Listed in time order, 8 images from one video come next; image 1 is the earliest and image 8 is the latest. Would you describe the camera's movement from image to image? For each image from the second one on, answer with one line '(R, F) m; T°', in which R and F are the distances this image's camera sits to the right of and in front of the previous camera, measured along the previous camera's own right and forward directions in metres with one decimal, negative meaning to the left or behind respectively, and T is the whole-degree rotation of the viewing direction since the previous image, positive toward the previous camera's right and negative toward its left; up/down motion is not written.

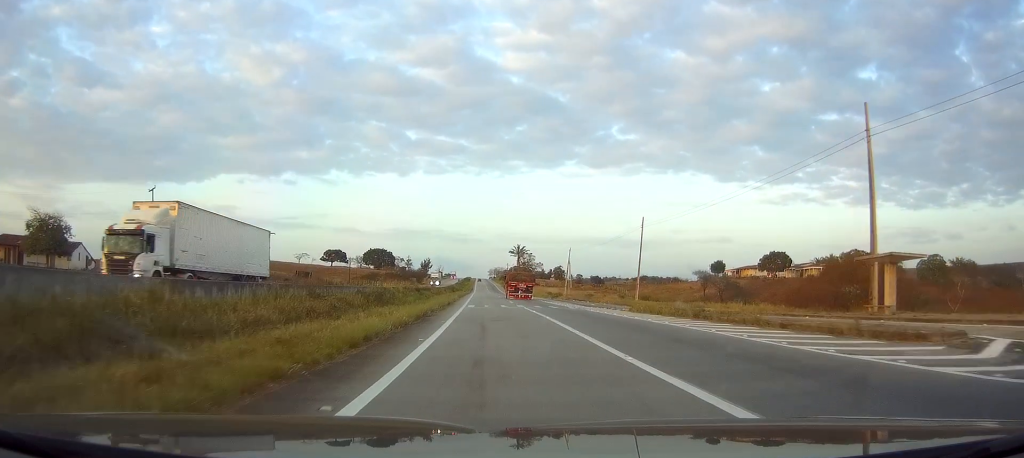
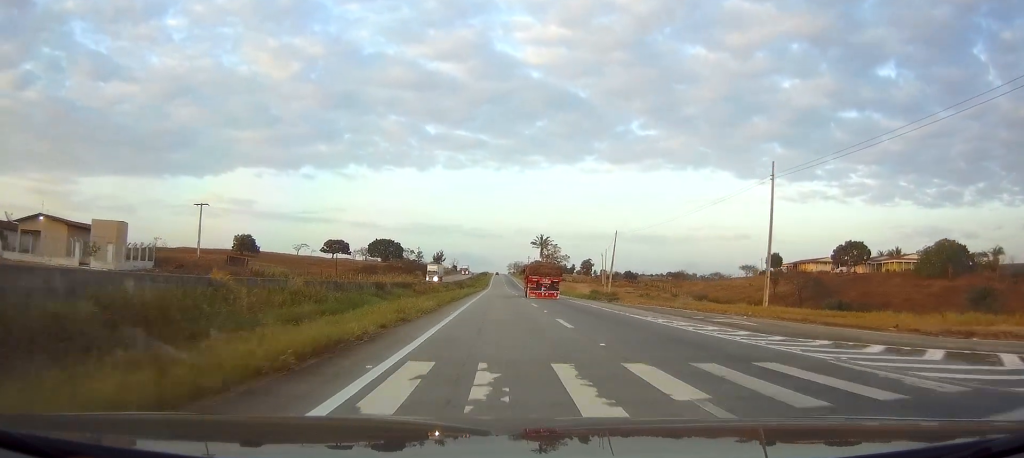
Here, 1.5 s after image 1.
(-0.5, +33.3) m; -2°
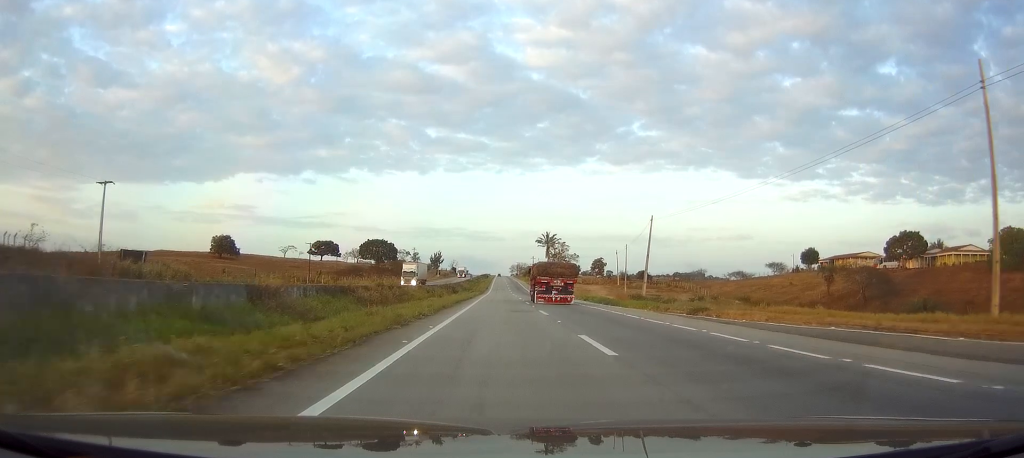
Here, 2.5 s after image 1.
(-0.3, +22.8) m; -1°
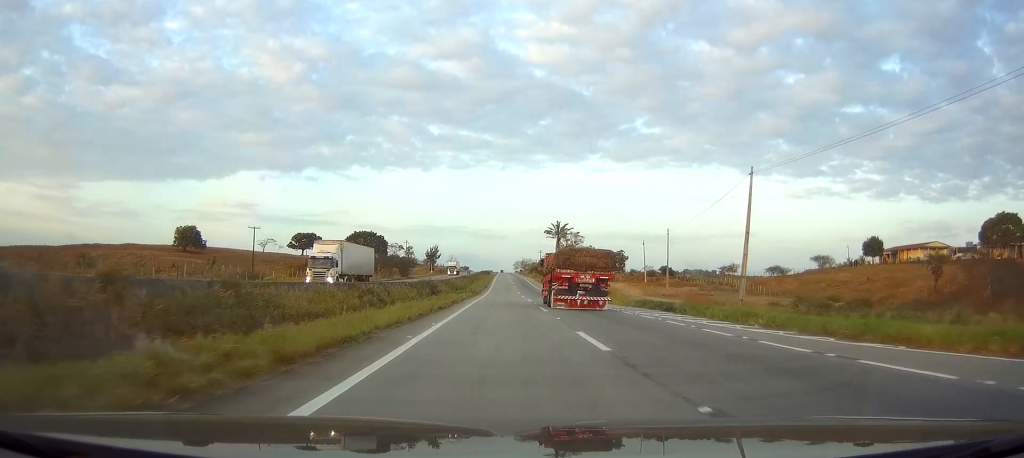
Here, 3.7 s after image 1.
(-0.1, +31.5) m; 0°
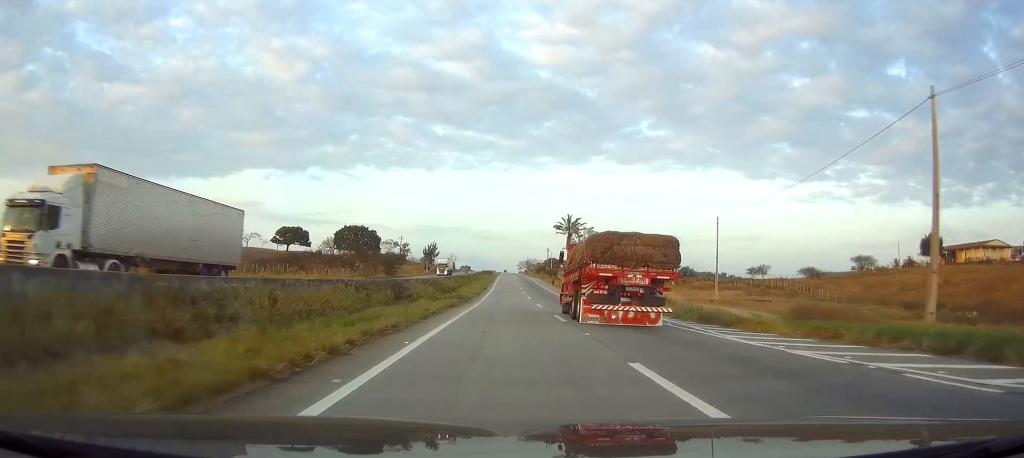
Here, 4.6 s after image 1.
(-0.1, +22.4) m; 0°
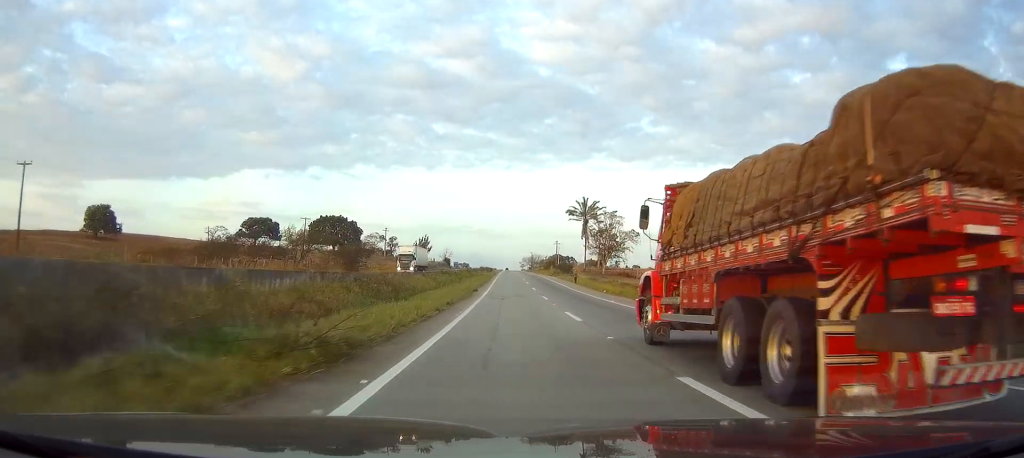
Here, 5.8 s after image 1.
(-0.2, +32.8) m; -1°
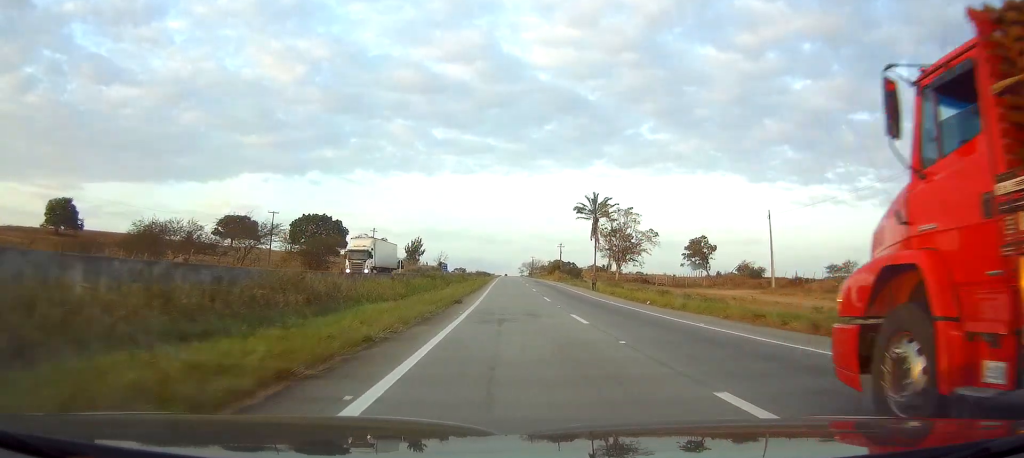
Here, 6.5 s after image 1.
(-0.1, +17.3) m; 0°
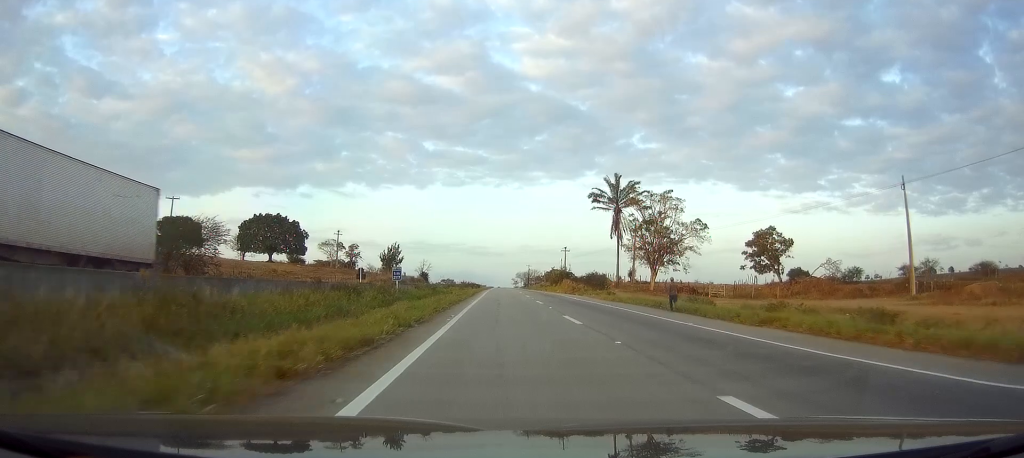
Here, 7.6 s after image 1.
(+0.1, +32.6) m; 0°
